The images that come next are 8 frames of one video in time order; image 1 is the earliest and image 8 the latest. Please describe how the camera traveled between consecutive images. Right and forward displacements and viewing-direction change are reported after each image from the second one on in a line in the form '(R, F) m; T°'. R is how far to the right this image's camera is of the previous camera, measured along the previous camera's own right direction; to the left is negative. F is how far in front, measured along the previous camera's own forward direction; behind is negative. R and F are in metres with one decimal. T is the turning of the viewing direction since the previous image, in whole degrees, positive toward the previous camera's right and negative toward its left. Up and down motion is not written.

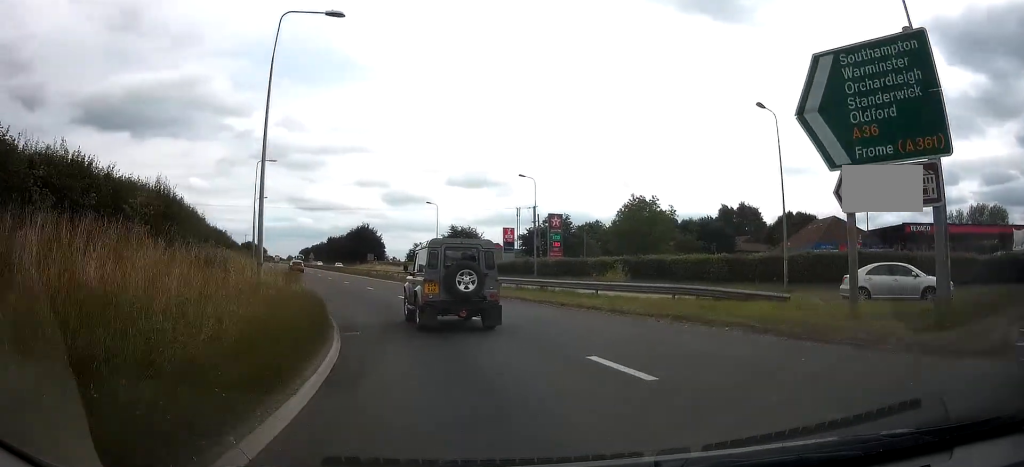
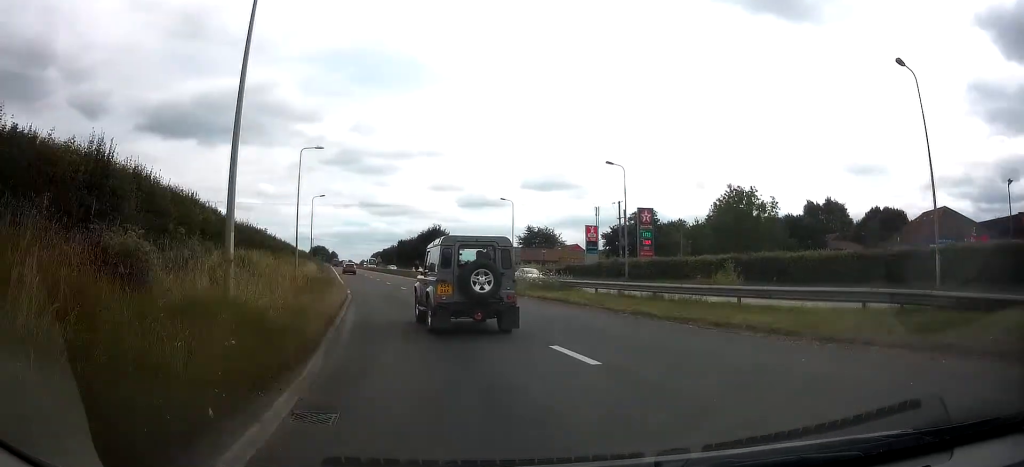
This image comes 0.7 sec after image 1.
(-0.3, +7.4) m; -5°
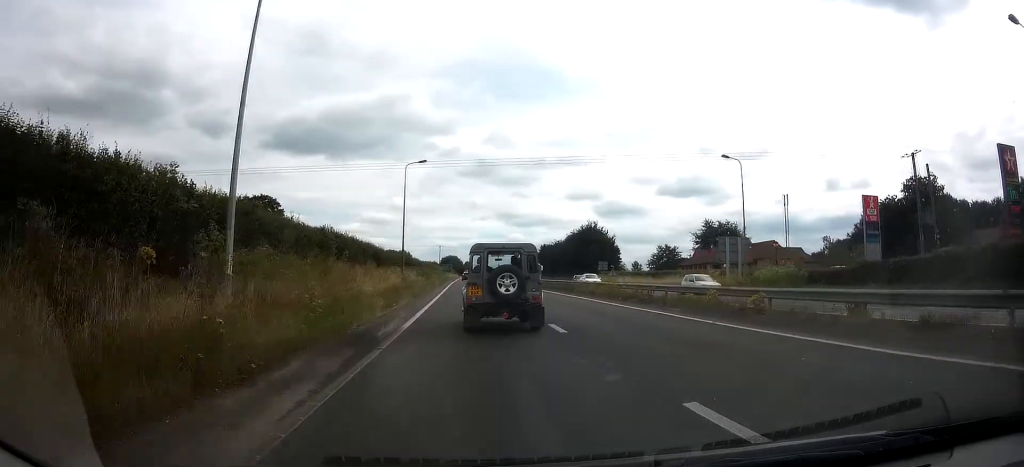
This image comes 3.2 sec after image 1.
(-6.2, +32.1) m; -18°
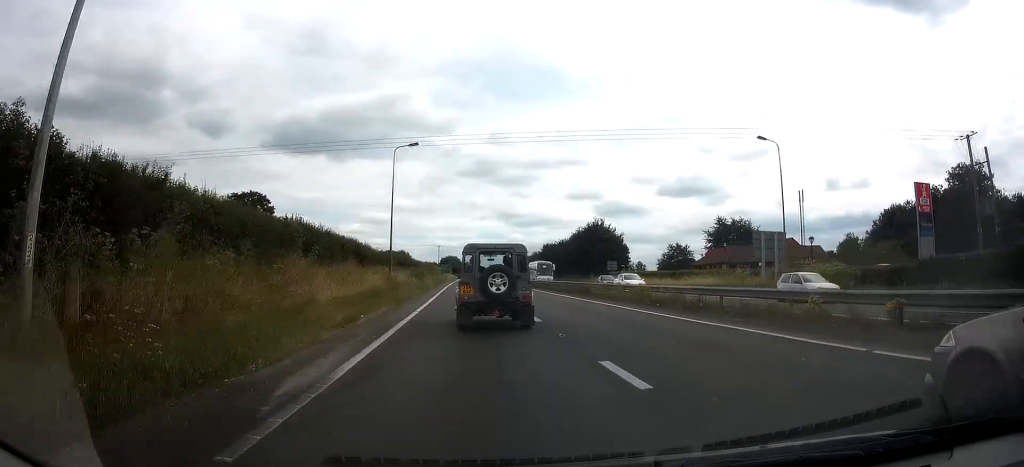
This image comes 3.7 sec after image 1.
(-0.1, +6.3) m; -1°
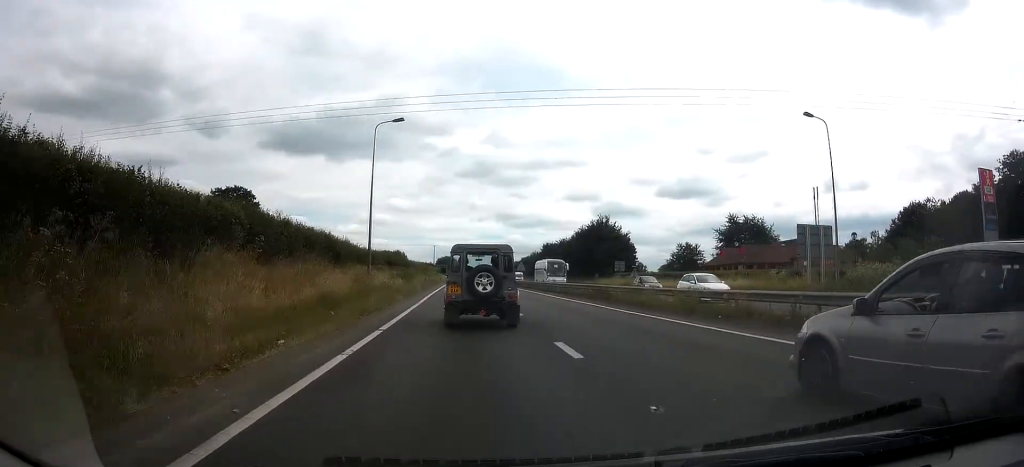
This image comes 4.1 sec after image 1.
(-0.1, +6.5) m; -1°
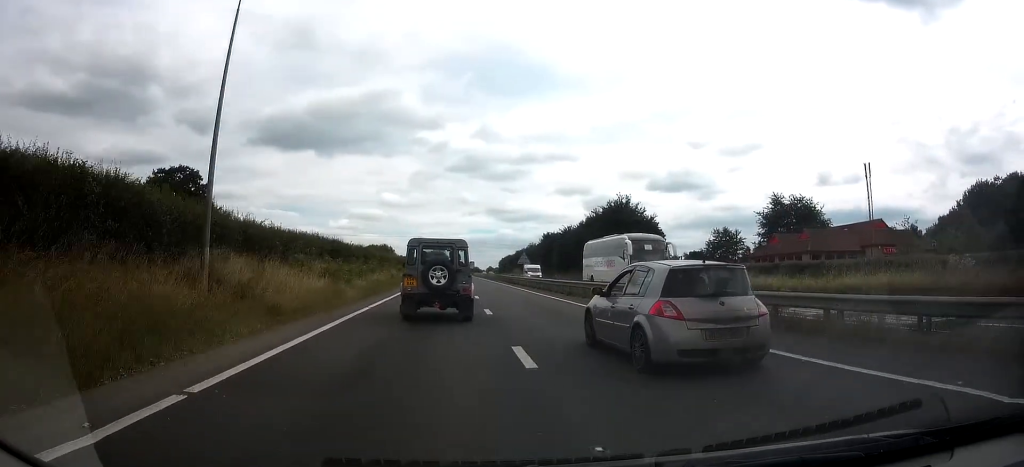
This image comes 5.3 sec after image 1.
(-0.3, +18.7) m; -2°
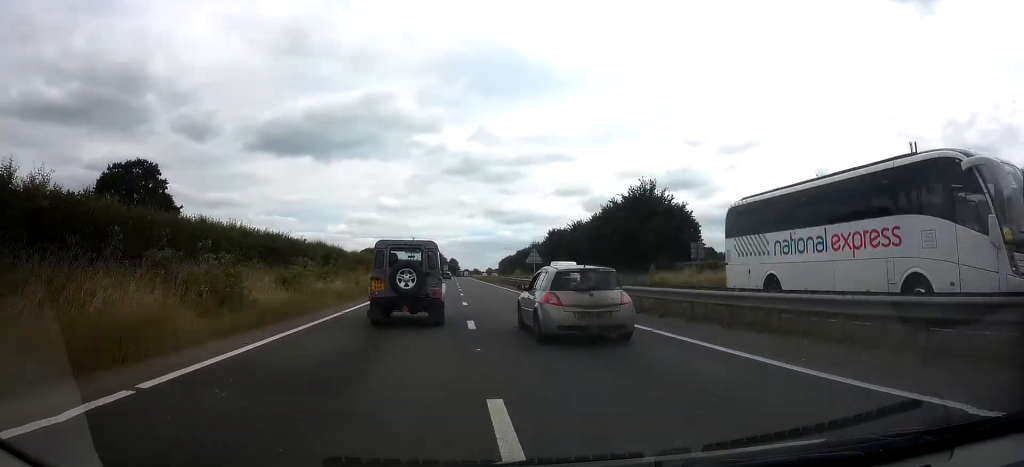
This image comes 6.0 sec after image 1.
(-0.1, +12.5) m; +1°
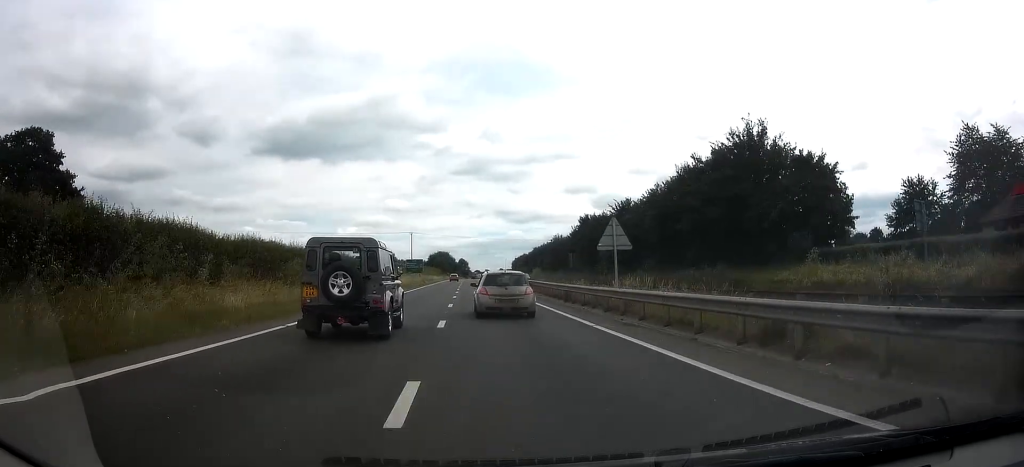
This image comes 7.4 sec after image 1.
(+0.5, +25.4) m; +1°
